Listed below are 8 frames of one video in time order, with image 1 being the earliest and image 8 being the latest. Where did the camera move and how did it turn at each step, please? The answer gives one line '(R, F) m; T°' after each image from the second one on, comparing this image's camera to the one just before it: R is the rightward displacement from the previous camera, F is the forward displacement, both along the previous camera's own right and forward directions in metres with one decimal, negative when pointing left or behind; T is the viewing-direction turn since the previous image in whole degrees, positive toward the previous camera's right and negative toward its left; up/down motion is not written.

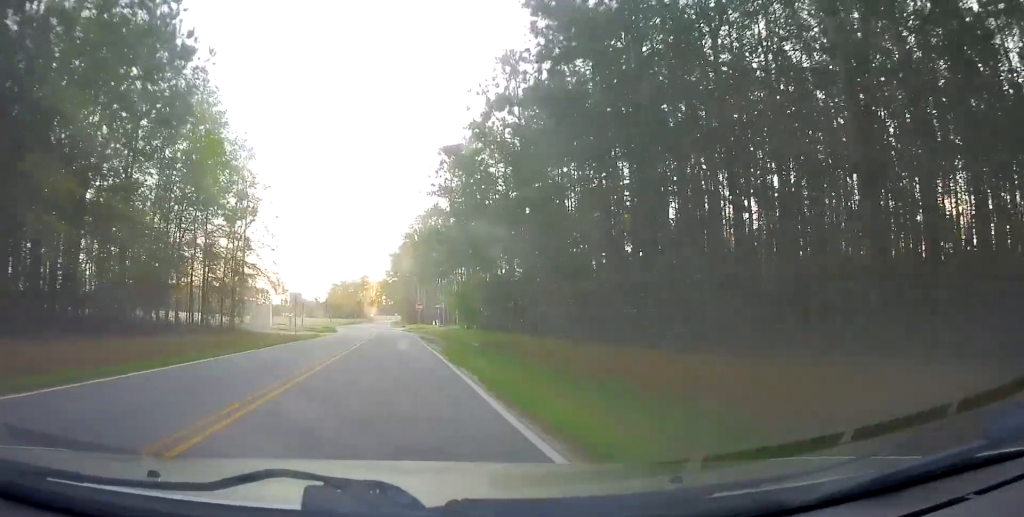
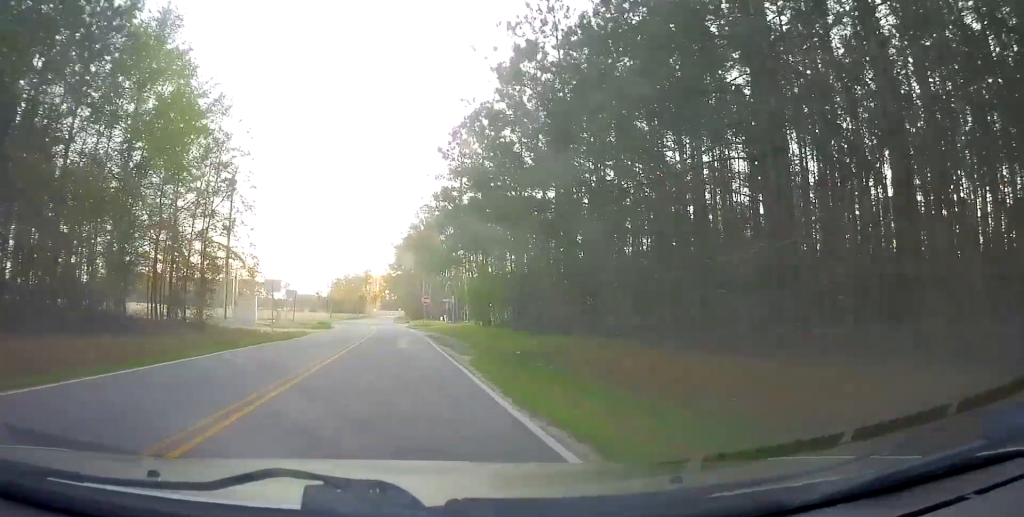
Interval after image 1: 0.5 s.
(+0.3, +8.0) m; 0°
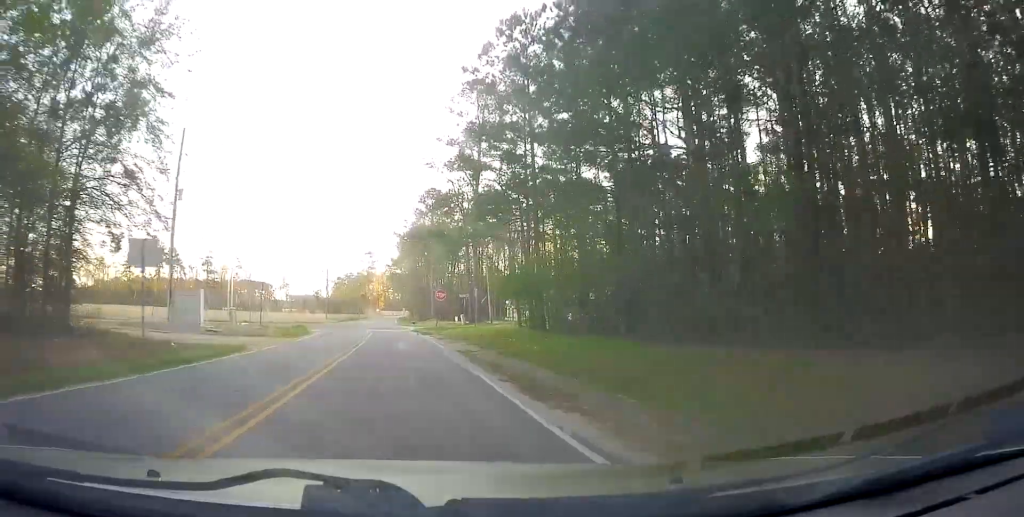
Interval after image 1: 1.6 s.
(-0.3, +16.7) m; -2°
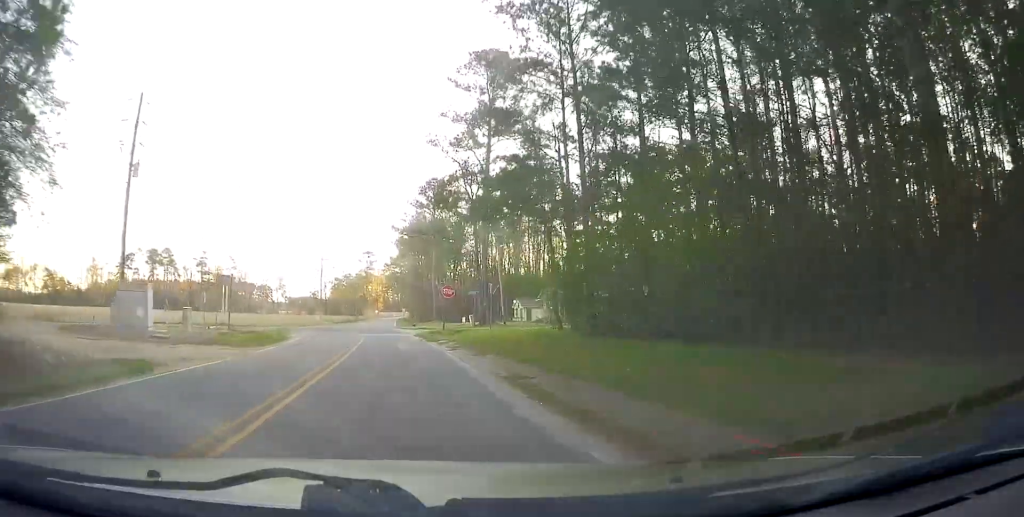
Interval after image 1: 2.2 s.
(-0.1, +8.6) m; 0°
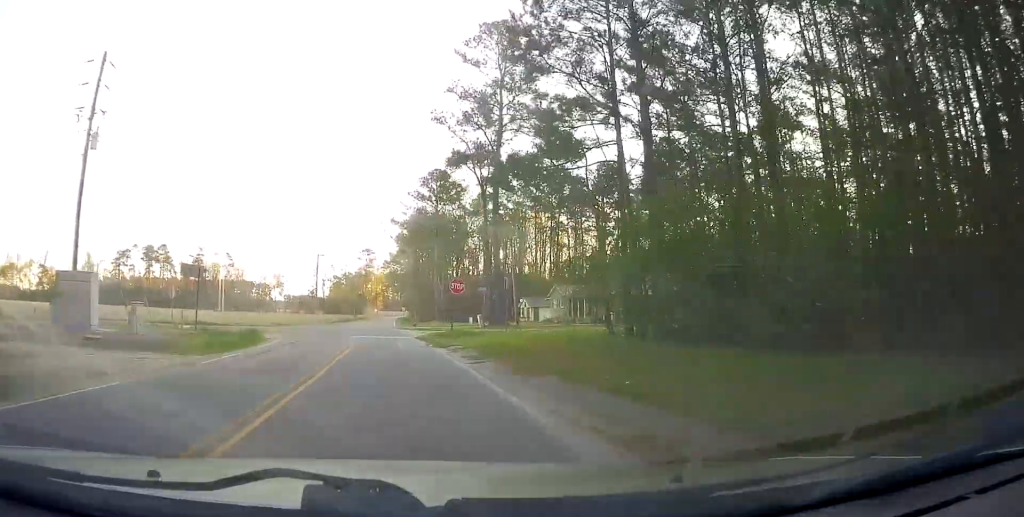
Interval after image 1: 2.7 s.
(0.0, +6.3) m; +1°
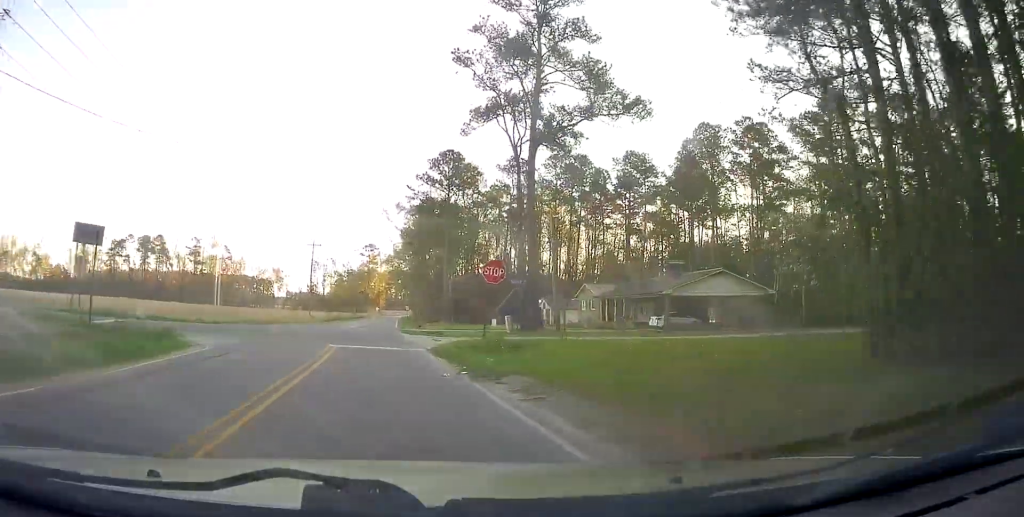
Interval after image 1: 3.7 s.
(+0.3, +12.1) m; +2°
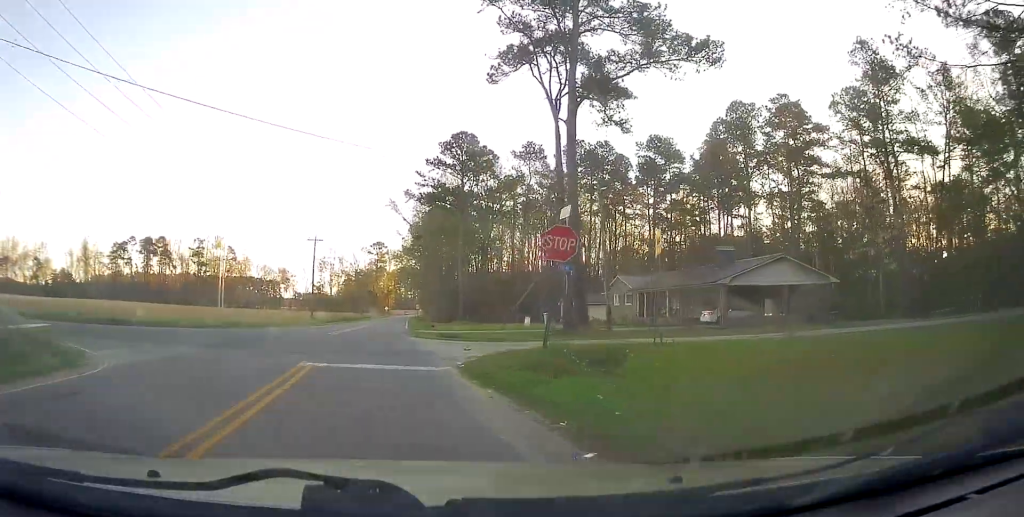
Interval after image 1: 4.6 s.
(0.0, +8.7) m; -2°
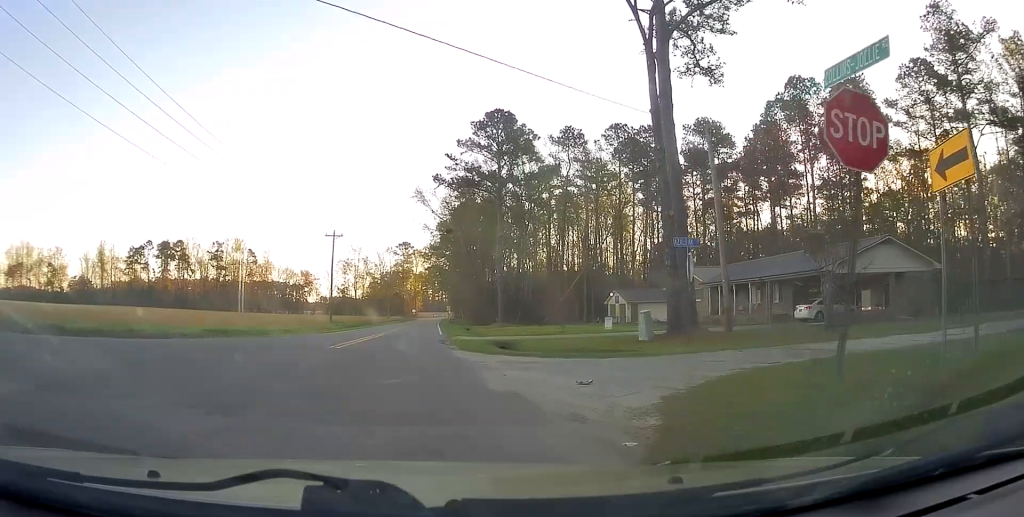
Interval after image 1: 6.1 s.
(-0.2, +10.6) m; +2°
